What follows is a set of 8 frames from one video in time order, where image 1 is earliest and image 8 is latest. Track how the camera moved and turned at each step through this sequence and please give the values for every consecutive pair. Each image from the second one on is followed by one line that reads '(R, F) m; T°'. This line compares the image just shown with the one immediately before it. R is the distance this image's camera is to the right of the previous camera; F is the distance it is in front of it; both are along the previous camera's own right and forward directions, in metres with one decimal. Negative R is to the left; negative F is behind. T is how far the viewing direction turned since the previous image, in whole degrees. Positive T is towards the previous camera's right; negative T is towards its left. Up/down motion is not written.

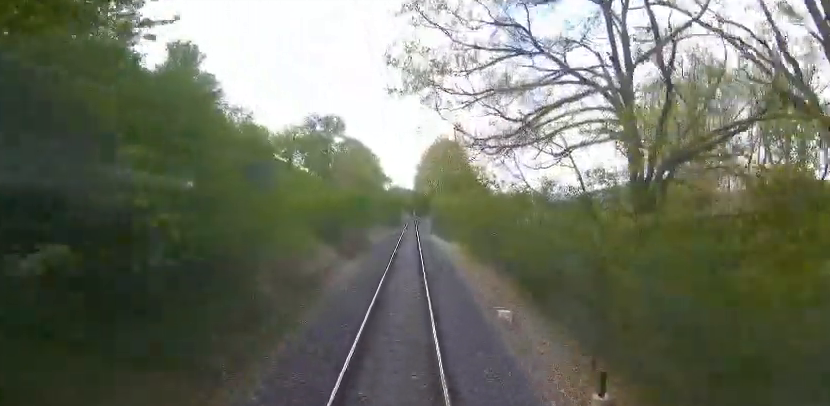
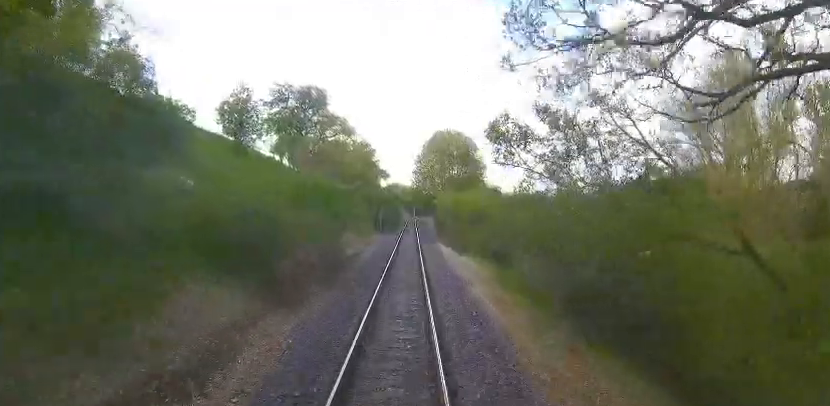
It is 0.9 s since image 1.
(+0.3, +10.5) m; +3°
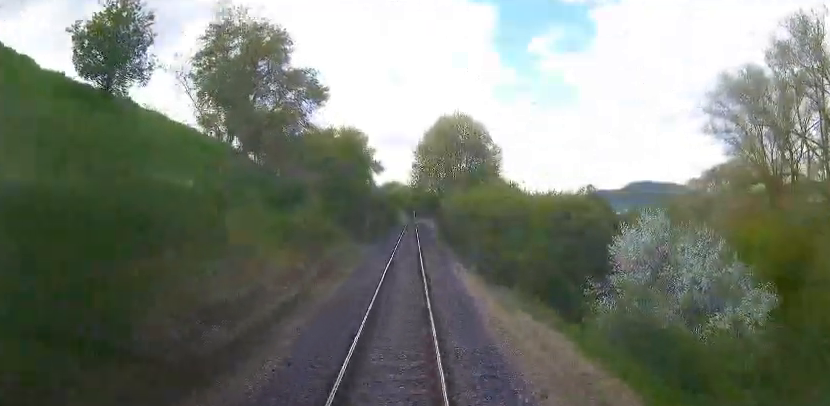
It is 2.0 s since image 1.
(+0.2, +11.8) m; +1°
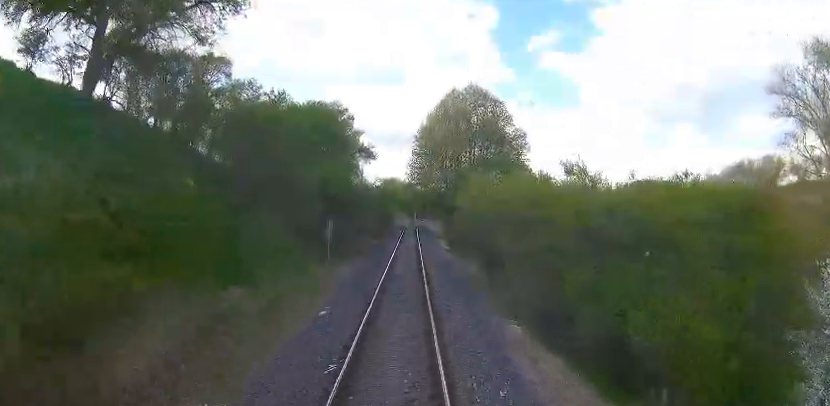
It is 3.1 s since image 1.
(0.0, +11.9) m; -1°
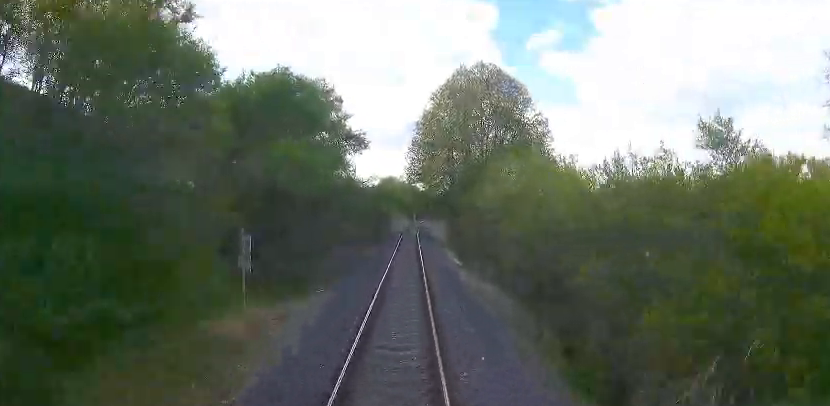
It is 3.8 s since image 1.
(0.0, +7.4) m; -1°
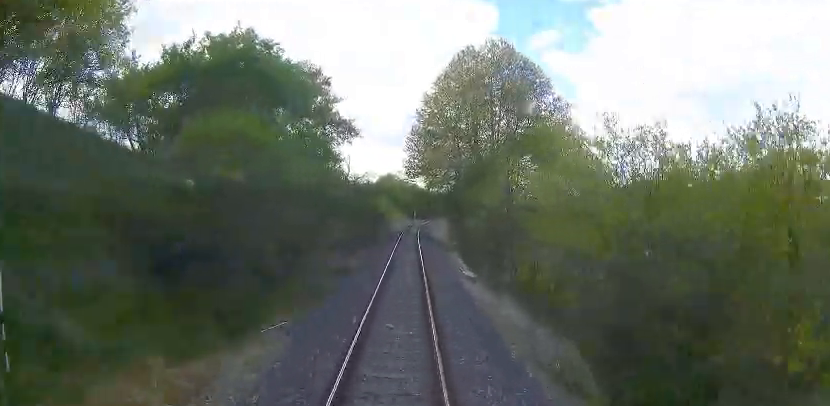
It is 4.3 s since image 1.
(-0.1, +5.4) m; 0°
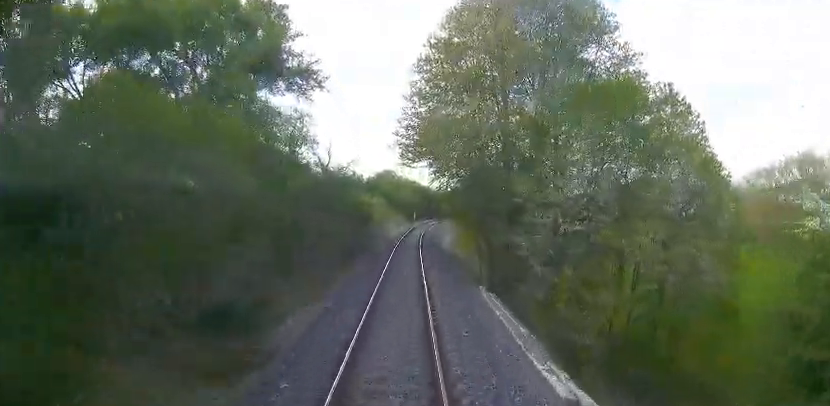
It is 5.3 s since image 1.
(0.0, +12.3) m; 0°
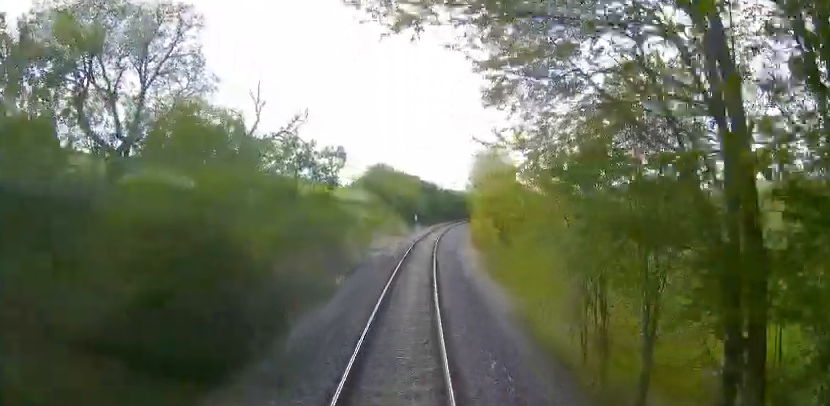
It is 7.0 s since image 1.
(-0.1, +21.0) m; +1°
